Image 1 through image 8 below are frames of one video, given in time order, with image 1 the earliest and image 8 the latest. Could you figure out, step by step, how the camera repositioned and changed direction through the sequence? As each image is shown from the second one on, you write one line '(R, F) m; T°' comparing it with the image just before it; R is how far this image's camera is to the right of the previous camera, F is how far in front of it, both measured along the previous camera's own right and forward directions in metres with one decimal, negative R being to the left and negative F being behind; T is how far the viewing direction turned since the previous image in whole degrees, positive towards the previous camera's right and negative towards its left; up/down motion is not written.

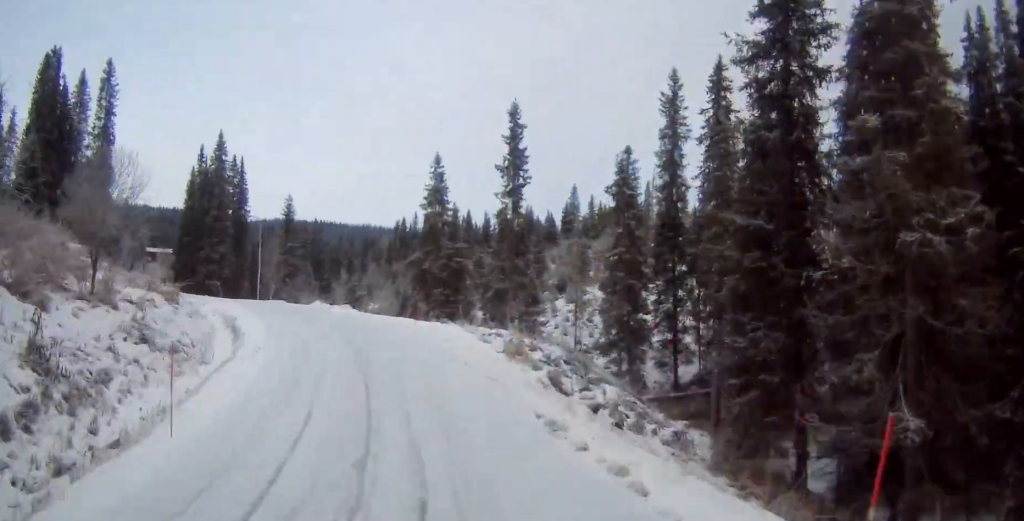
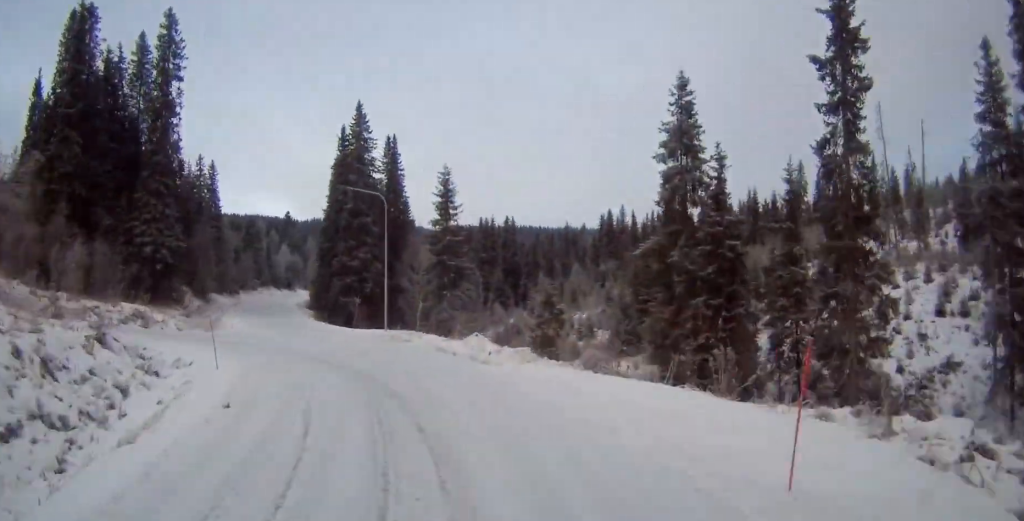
(-3.9, +23.6) m; -15°
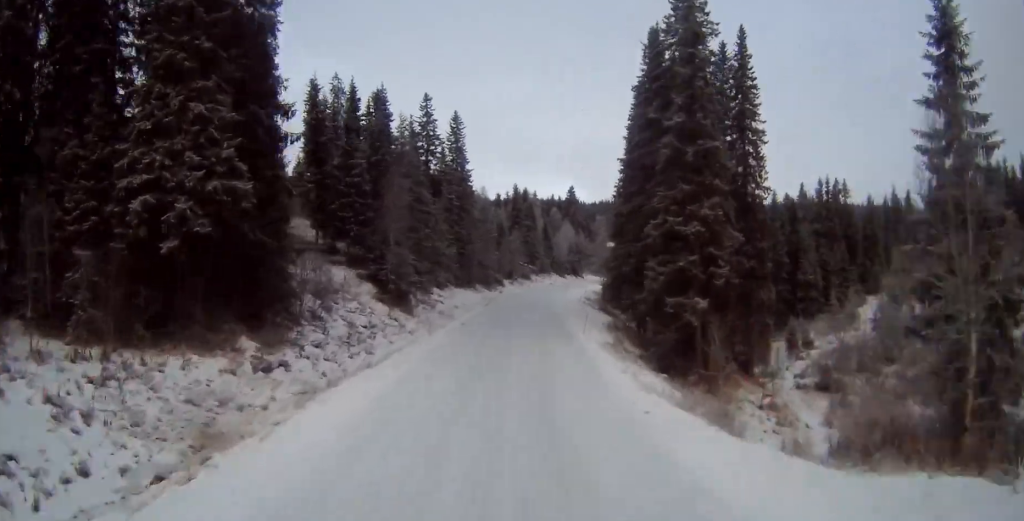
(-4.8, +31.9) m; -9°
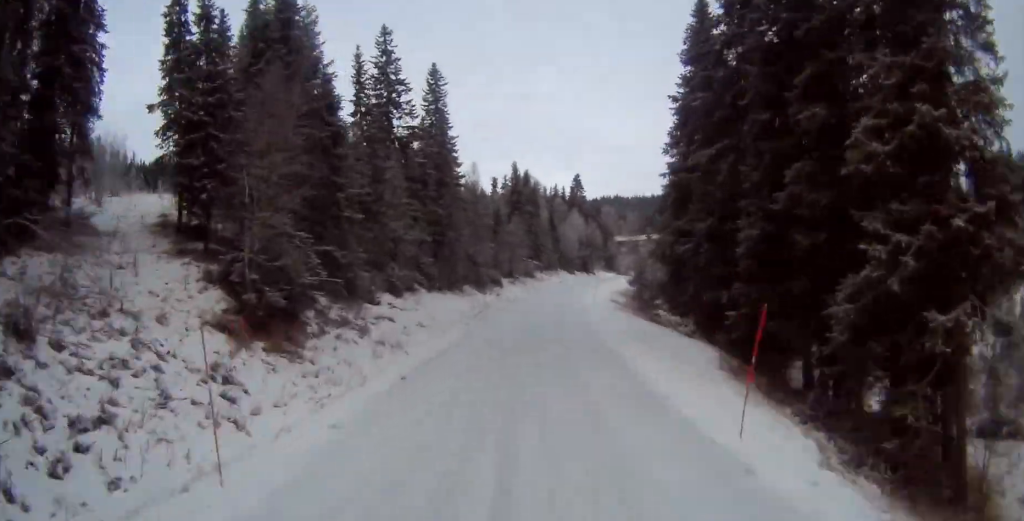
(-0.5, +19.6) m; +1°
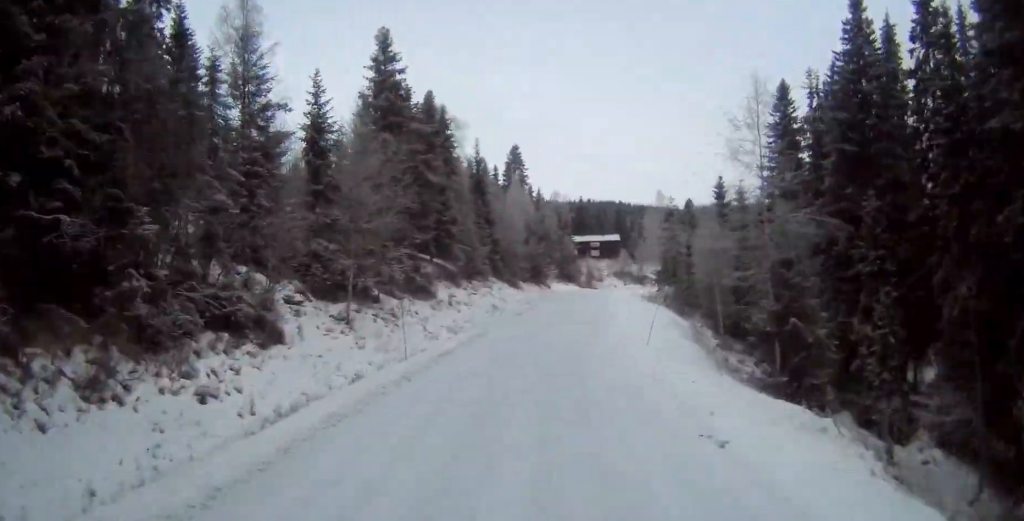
(+1.7, +43.4) m; +5°
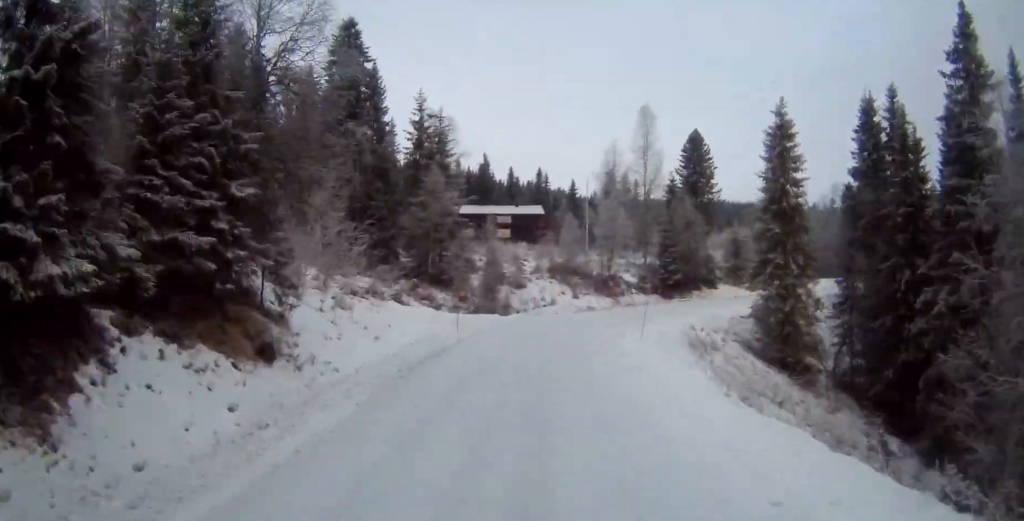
(+4.2, +52.7) m; +14°
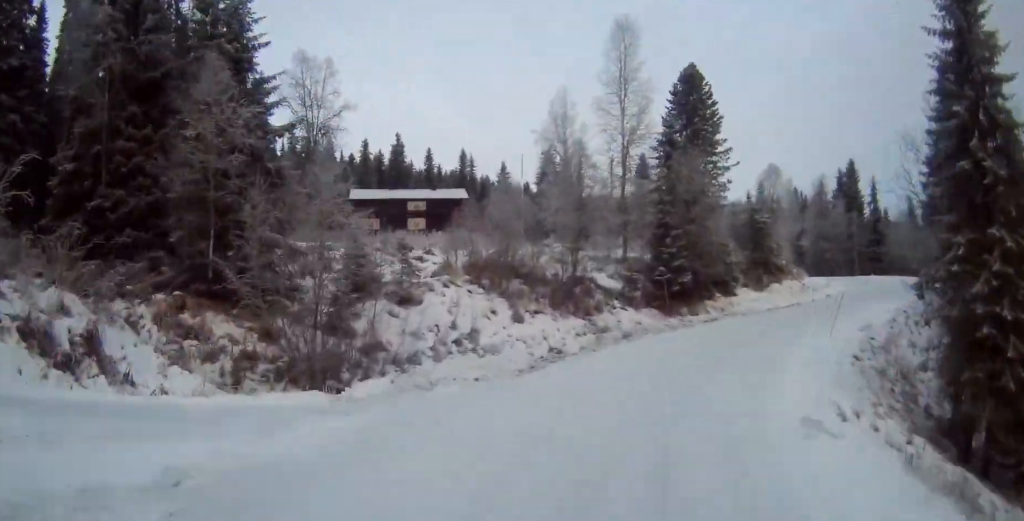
(+1.1, +22.3) m; +15°
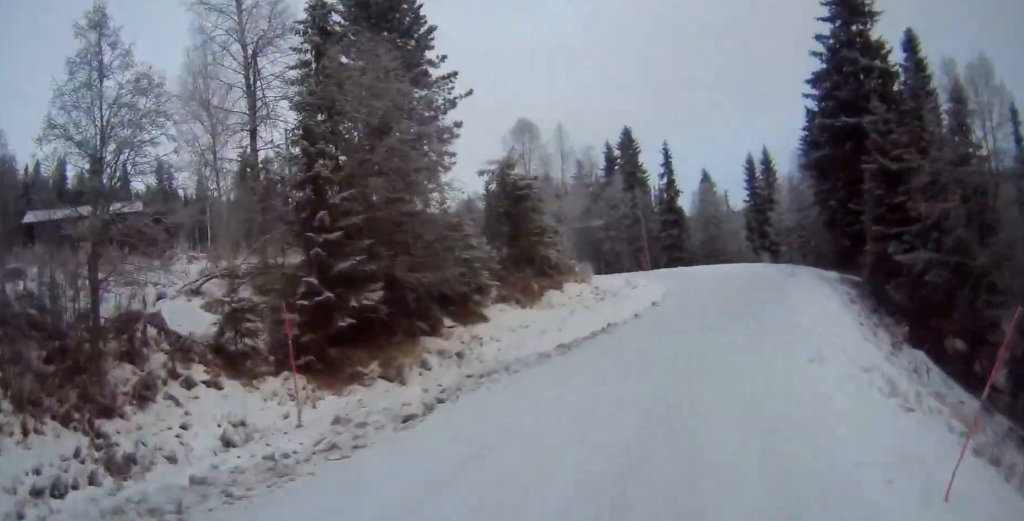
(+3.9, +18.2) m; +4°
